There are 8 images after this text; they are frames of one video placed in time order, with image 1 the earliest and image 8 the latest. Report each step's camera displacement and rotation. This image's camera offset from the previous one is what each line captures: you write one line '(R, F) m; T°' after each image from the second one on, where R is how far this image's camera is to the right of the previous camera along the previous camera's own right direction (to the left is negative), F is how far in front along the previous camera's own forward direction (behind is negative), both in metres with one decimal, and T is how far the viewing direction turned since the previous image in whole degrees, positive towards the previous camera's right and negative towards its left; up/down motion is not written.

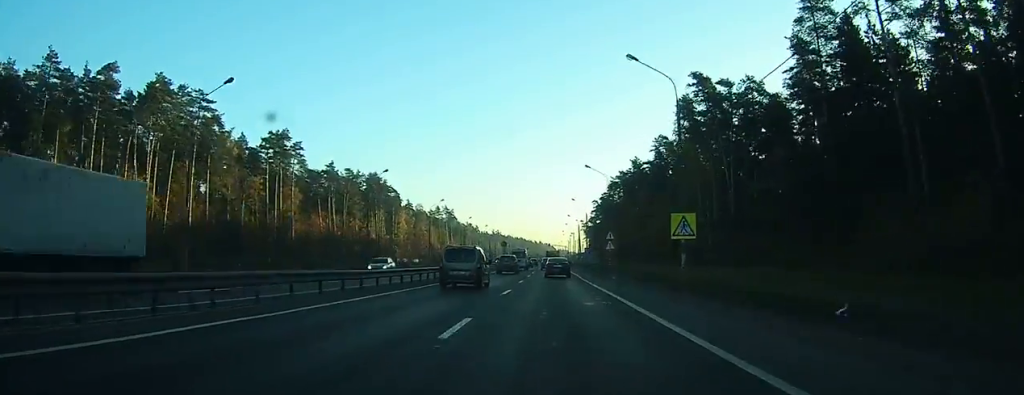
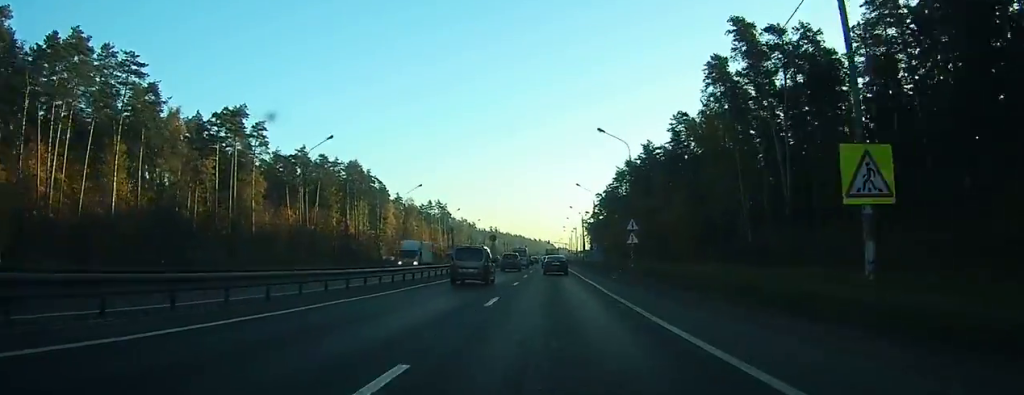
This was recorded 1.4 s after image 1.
(+0.2, +18.2) m; 0°
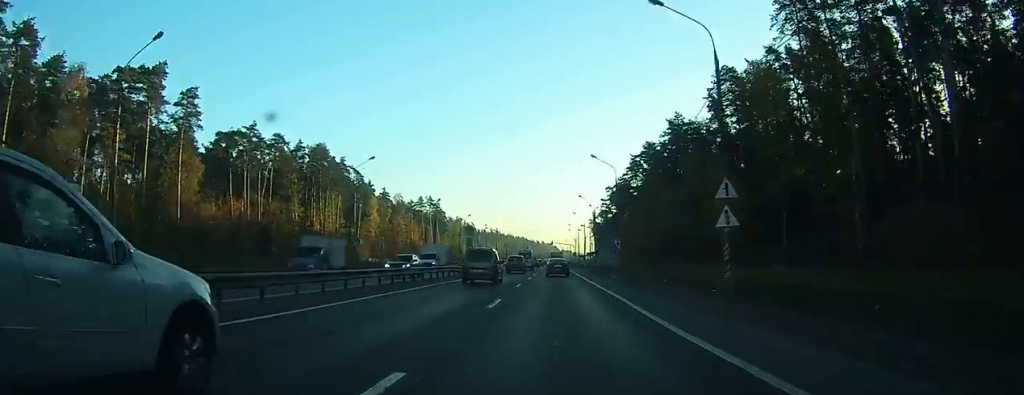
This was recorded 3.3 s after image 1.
(-0.1, +25.5) m; -1°
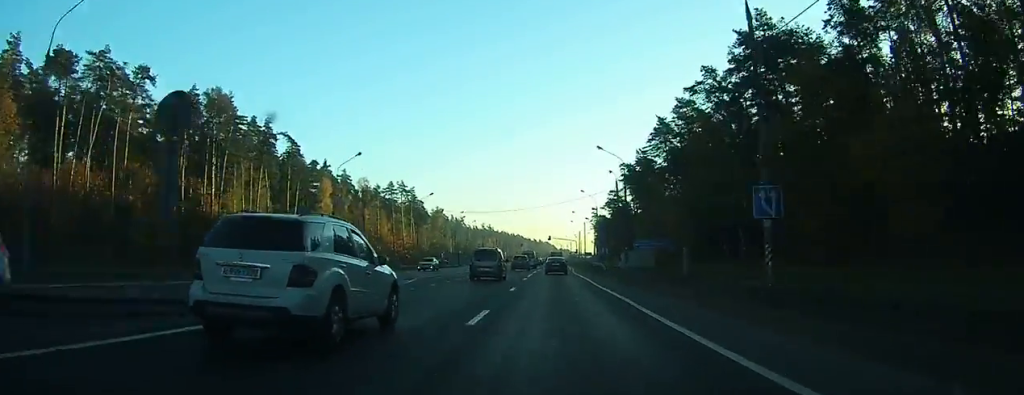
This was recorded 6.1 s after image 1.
(-0.2, +40.3) m; 0°
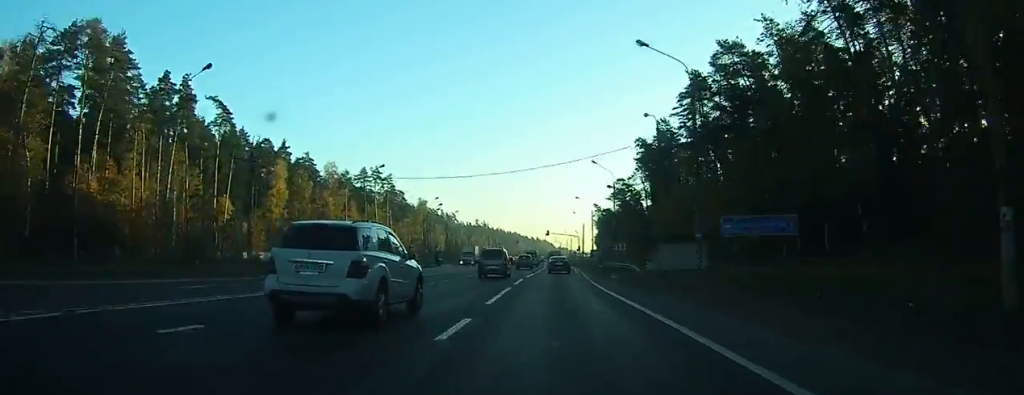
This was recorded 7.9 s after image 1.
(+0.2, +25.9) m; 0°
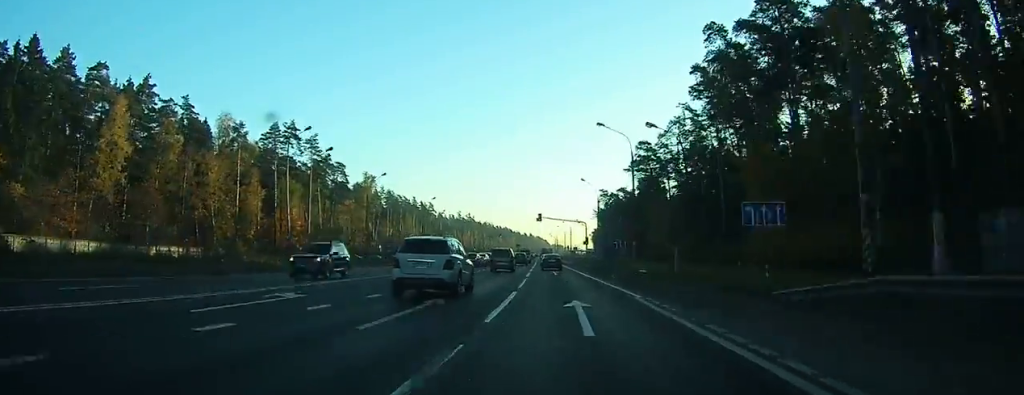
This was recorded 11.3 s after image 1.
(0.0, +52.9) m; 0°
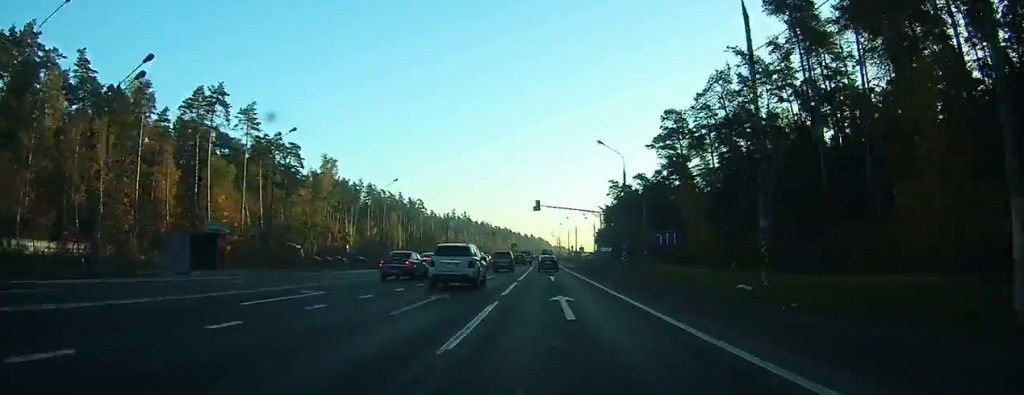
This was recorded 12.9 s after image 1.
(0.0, +28.8) m; 0°
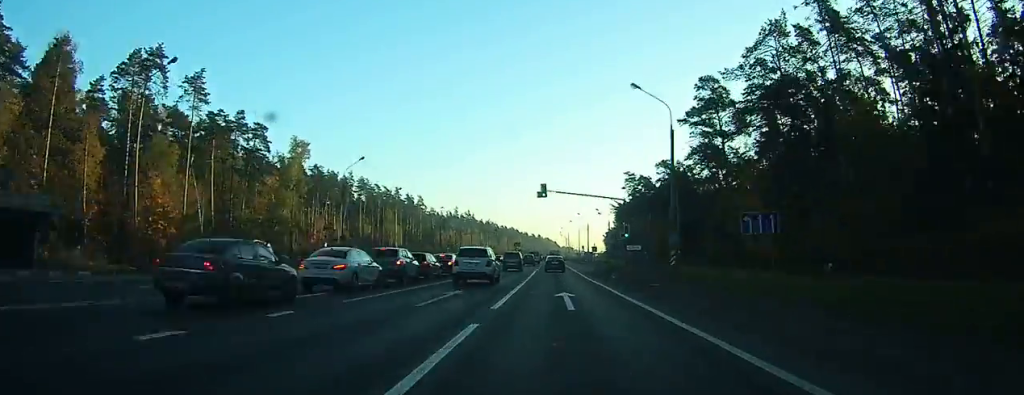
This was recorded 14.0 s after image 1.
(0.0, +18.5) m; 0°
